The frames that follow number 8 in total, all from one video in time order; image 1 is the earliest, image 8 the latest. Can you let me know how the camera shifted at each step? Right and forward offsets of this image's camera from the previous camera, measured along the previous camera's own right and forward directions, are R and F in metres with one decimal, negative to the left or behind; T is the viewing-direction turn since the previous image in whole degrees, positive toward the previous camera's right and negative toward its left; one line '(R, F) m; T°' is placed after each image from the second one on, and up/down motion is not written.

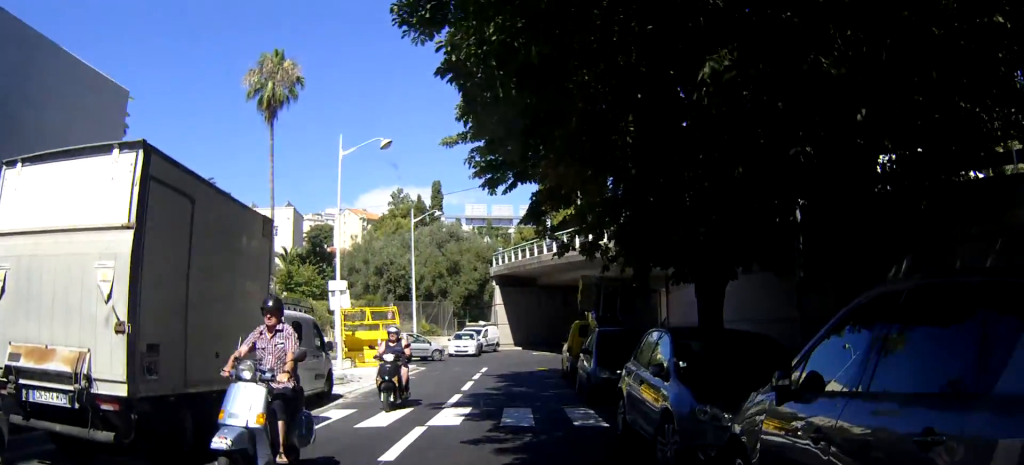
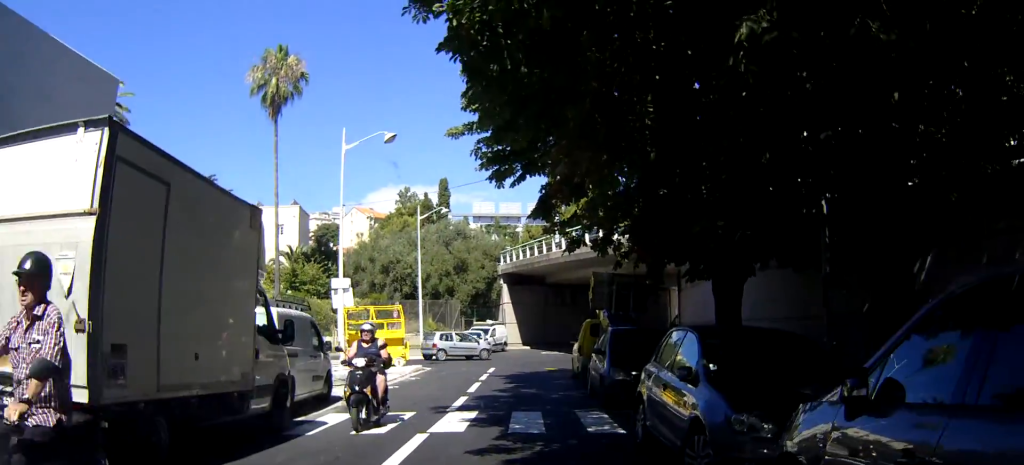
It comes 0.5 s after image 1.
(0.0, +1.0) m; +1°
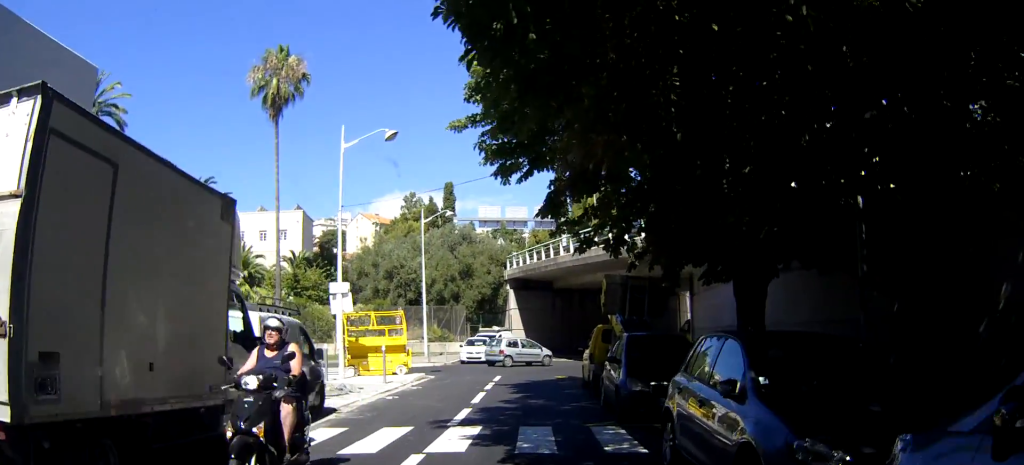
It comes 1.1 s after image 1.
(0.0, +1.2) m; +4°
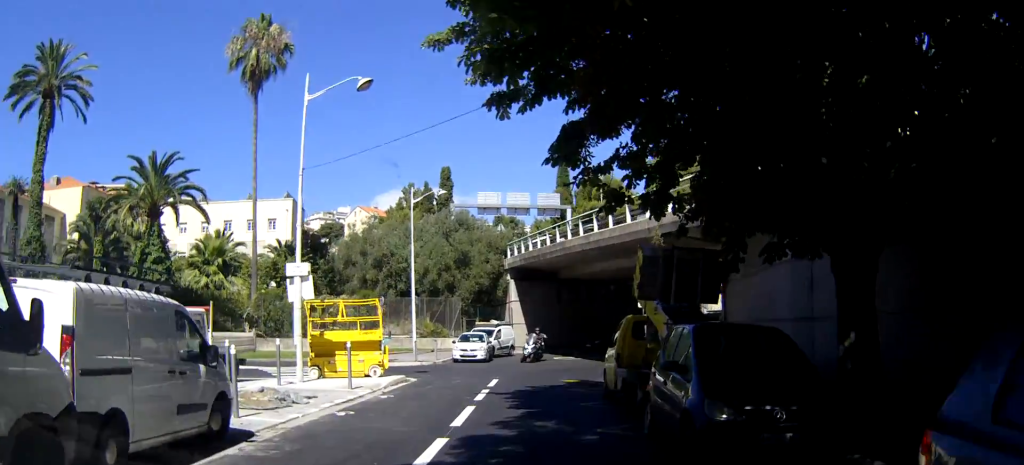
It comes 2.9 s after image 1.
(+0.3, +4.3) m; +1°
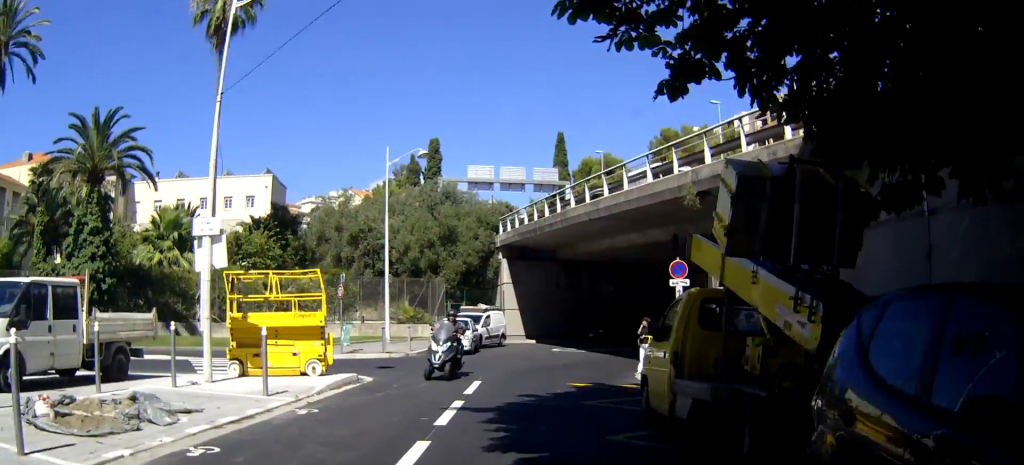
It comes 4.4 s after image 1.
(-0.3, +5.4) m; -4°
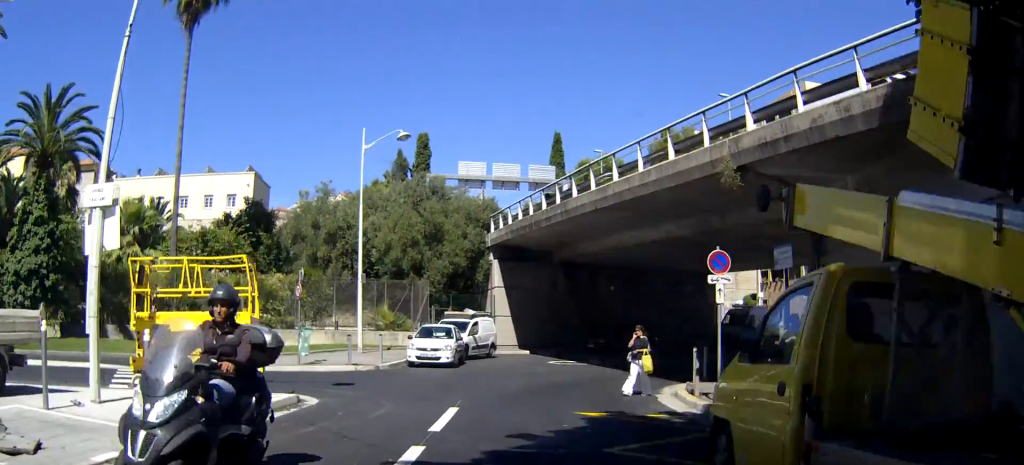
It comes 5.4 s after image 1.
(0.0, +3.3) m; +3°
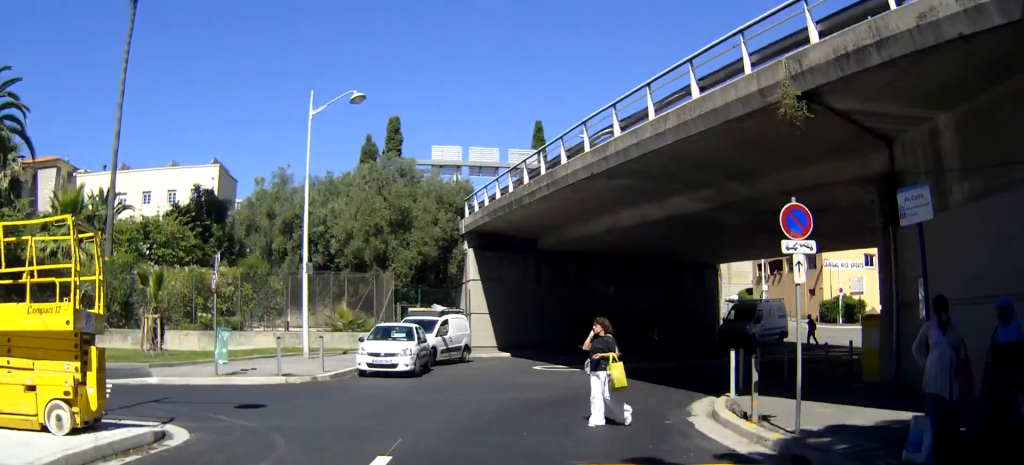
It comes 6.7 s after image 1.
(+0.3, +4.3) m; +7°
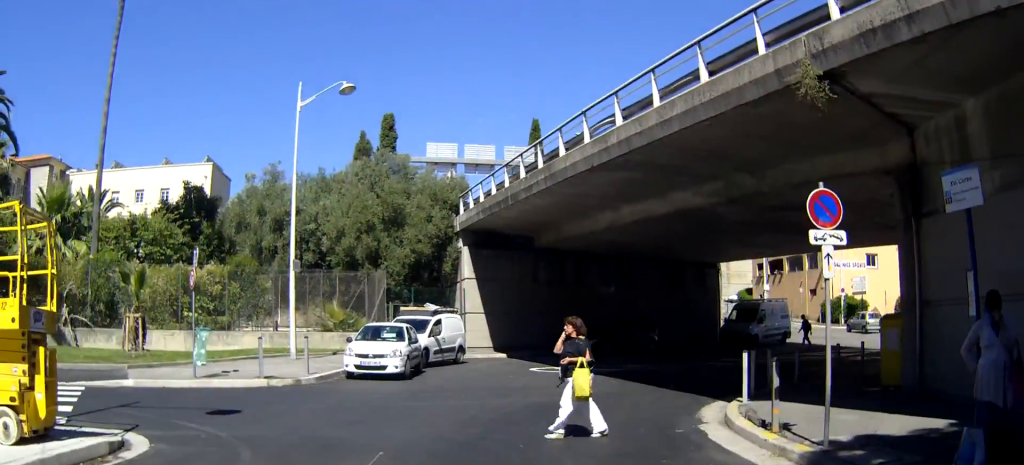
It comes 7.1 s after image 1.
(0.0, +1.4) m; 0°
